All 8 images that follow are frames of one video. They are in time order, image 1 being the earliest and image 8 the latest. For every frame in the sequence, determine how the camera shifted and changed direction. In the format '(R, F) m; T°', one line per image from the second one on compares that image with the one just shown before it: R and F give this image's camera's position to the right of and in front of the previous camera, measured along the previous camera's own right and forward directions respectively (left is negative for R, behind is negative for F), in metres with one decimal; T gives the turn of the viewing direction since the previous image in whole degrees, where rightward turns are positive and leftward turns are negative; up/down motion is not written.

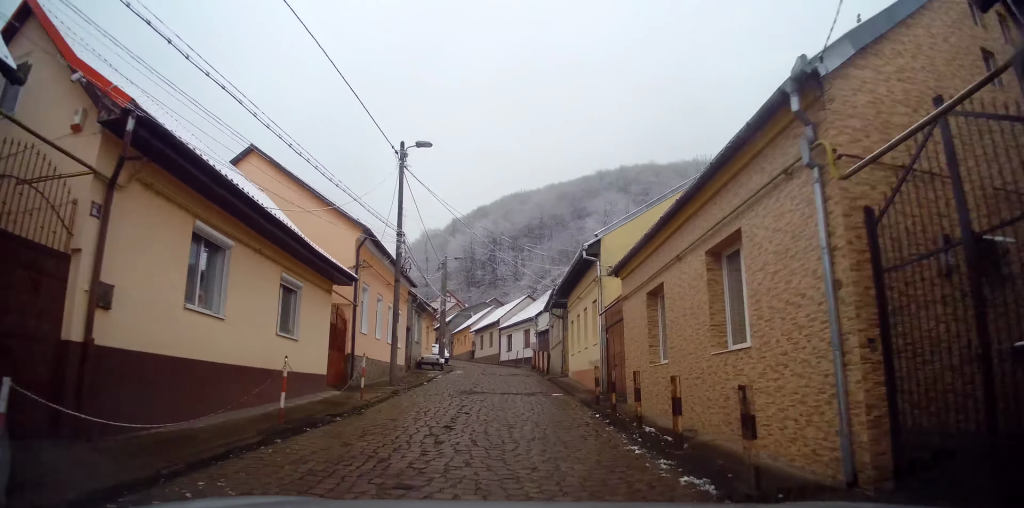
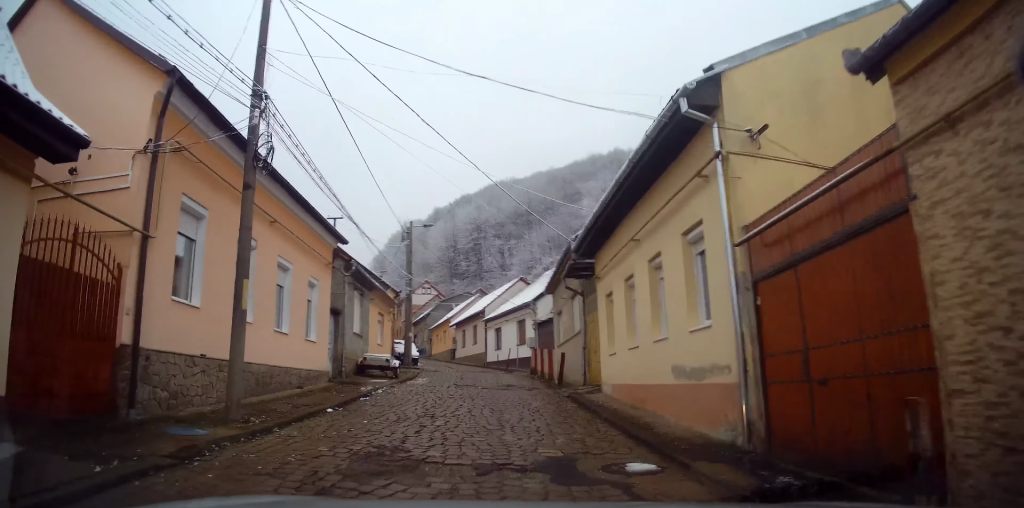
(+0.1, +10.7) m; -1°
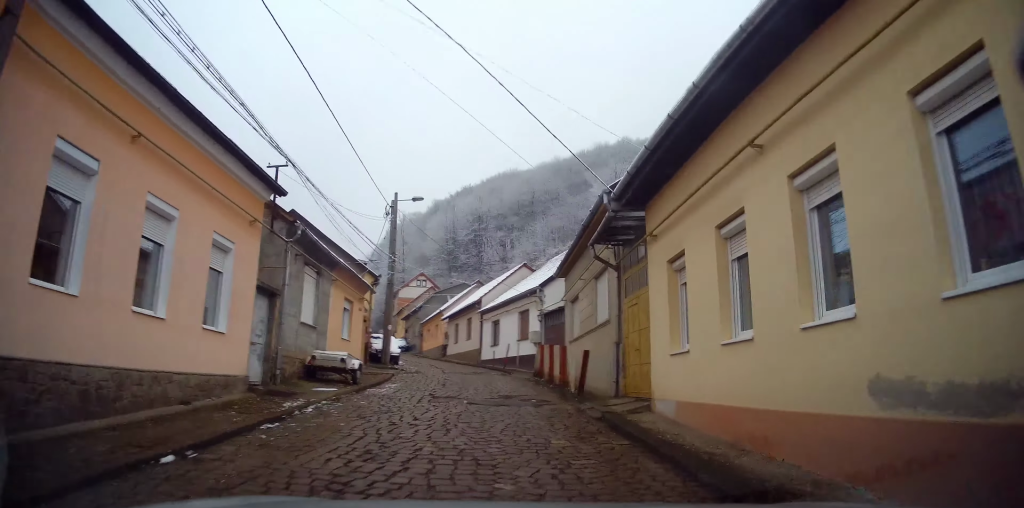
(-0.1, +5.3) m; -1°
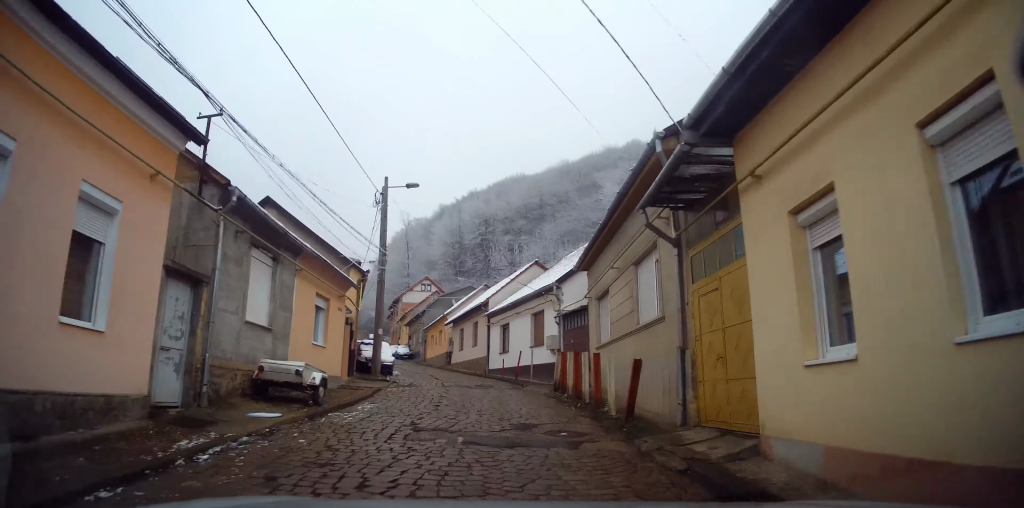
(0.0, +3.9) m; 0°
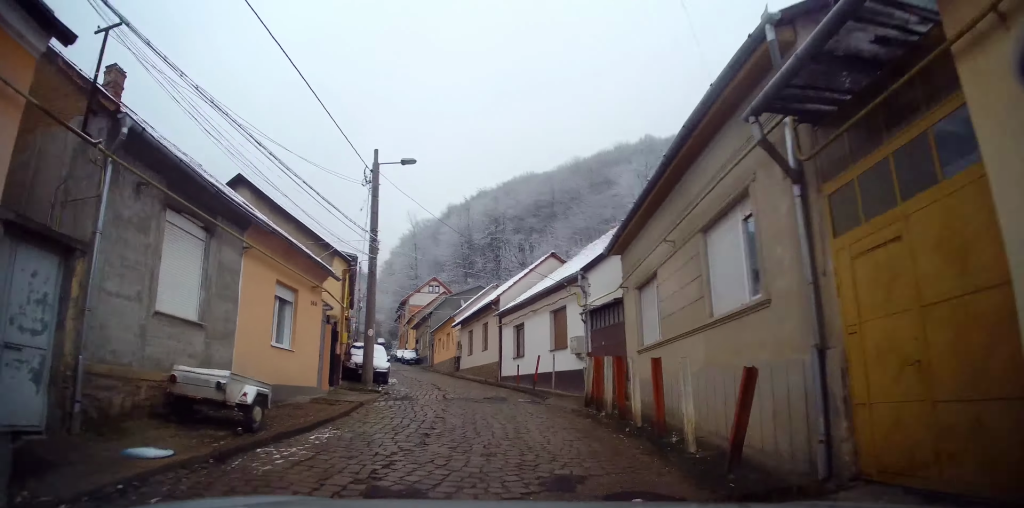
(0.0, +3.6) m; 0°
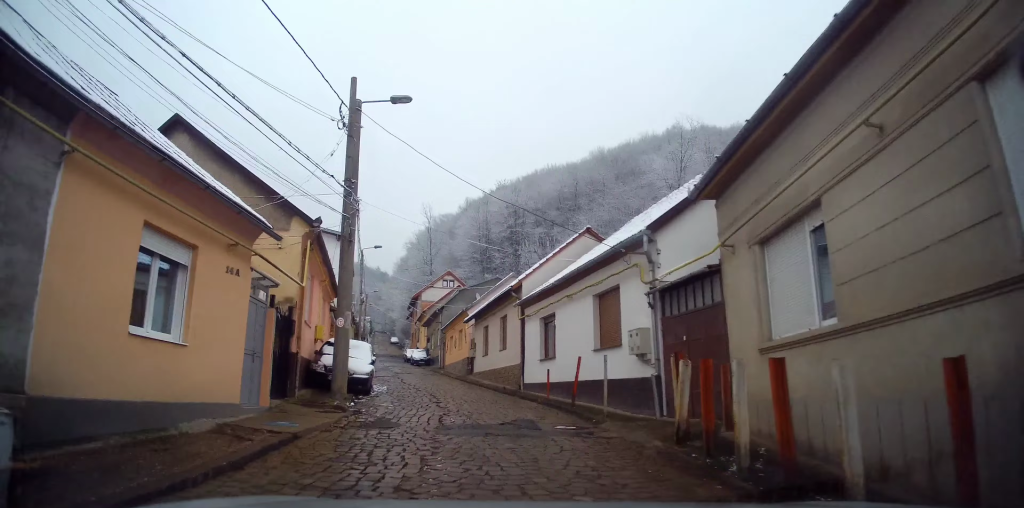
(0.0, +5.4) m; +1°
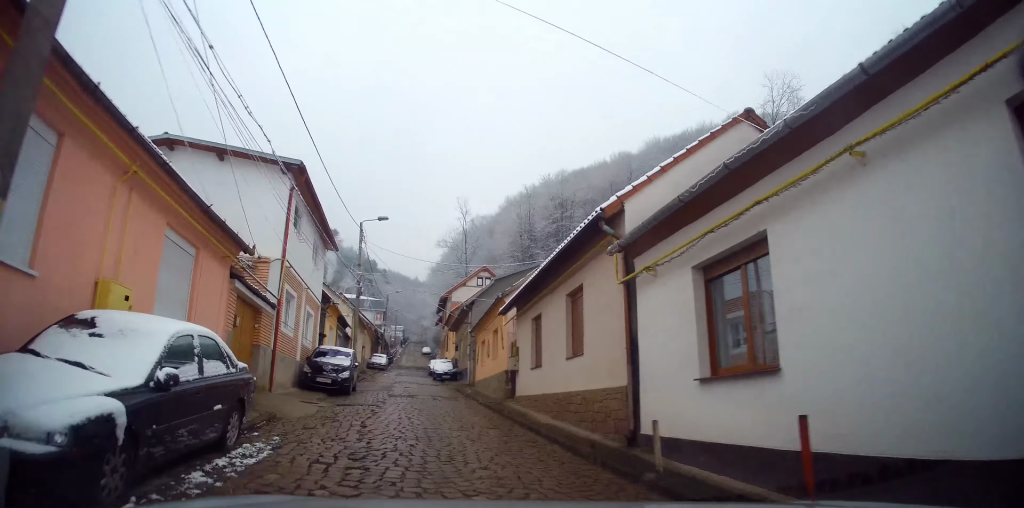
(-0.2, +11.6) m; -7°
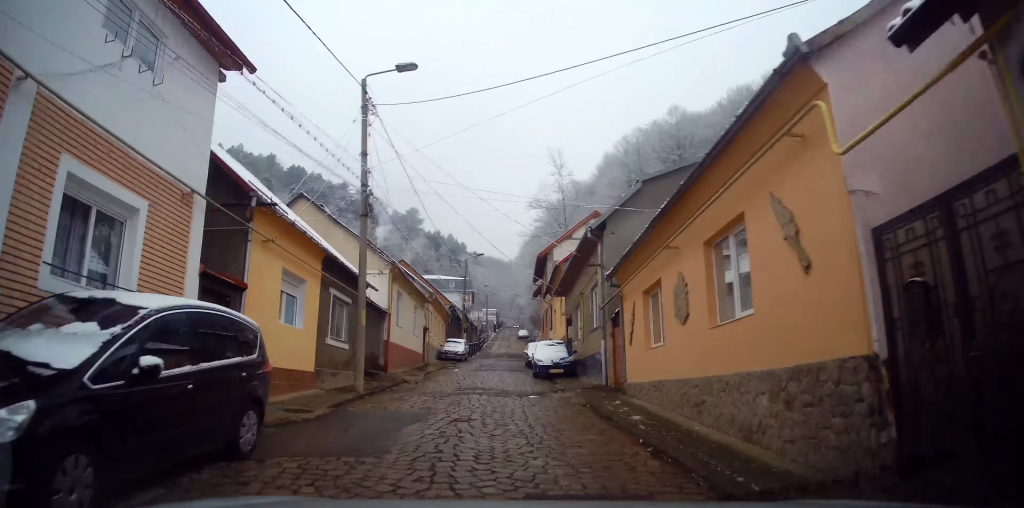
(-1.8, +16.0) m; -7°
